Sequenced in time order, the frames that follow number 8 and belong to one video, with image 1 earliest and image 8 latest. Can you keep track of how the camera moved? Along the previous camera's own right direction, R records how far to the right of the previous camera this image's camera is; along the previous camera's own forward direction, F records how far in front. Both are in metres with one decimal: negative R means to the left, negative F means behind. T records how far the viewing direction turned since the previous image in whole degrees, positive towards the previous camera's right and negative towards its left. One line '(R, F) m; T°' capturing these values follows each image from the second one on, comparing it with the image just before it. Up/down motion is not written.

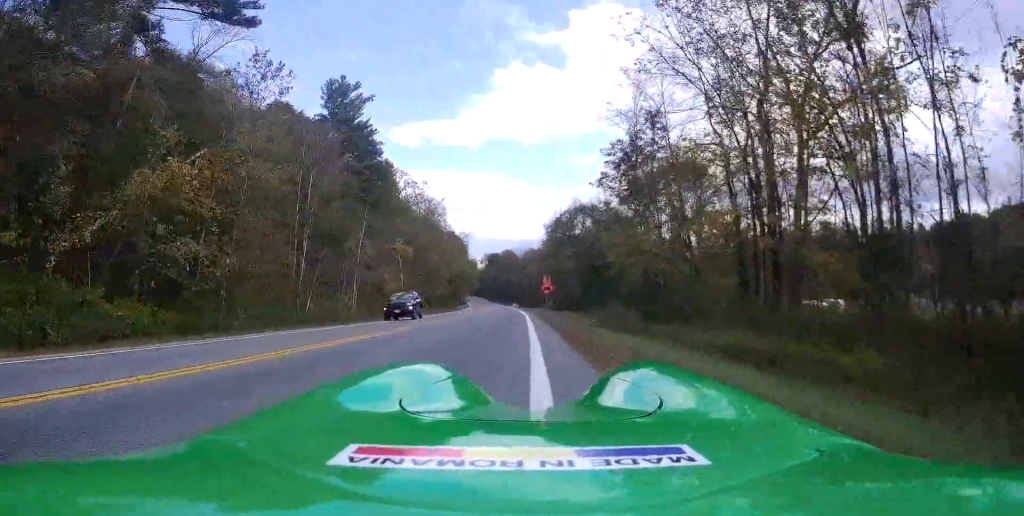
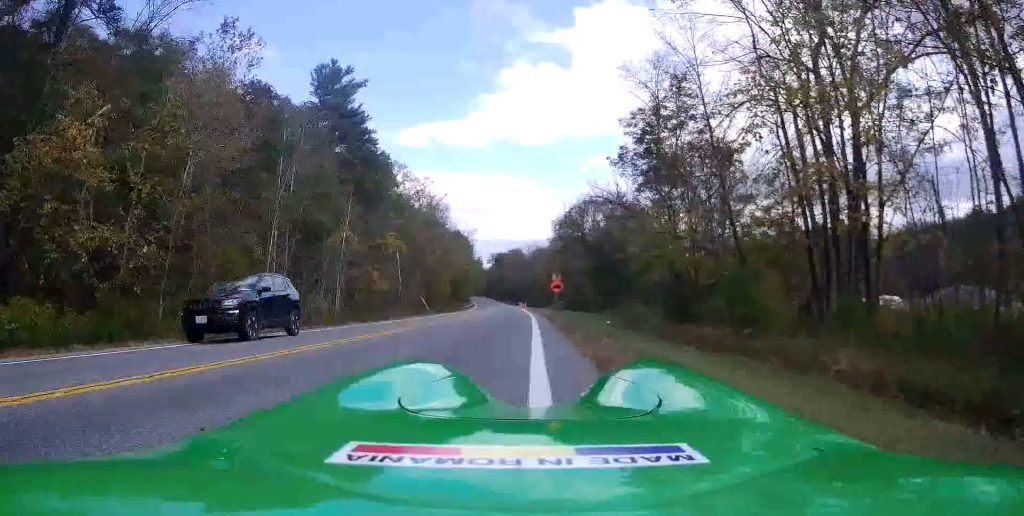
(-0.1, +6.2) m; 0°
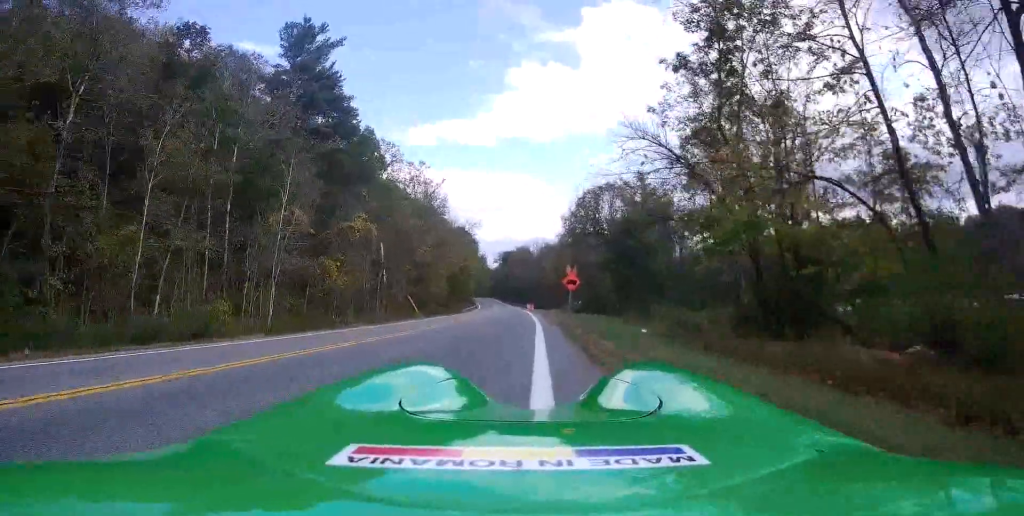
(+0.3, +11.7) m; +1°
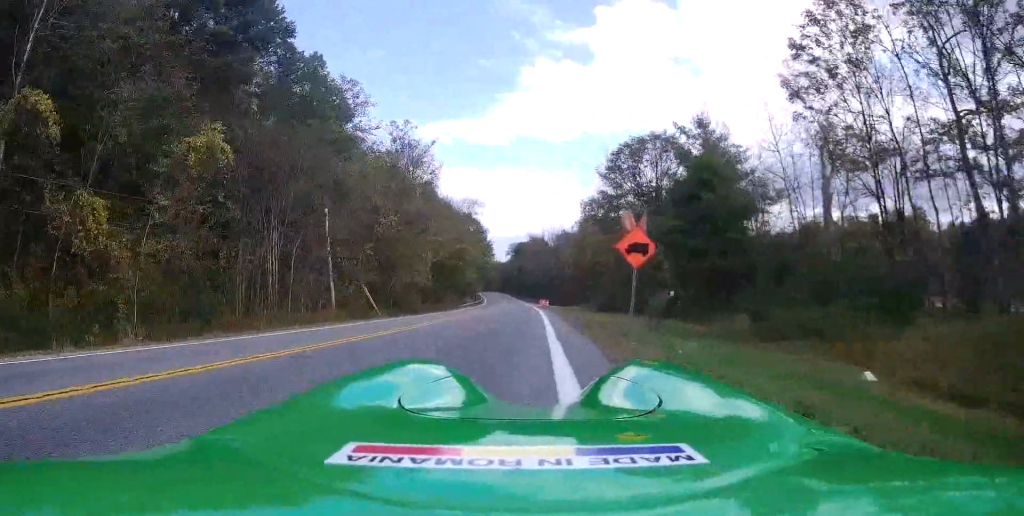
(-0.3, +20.8) m; -5°
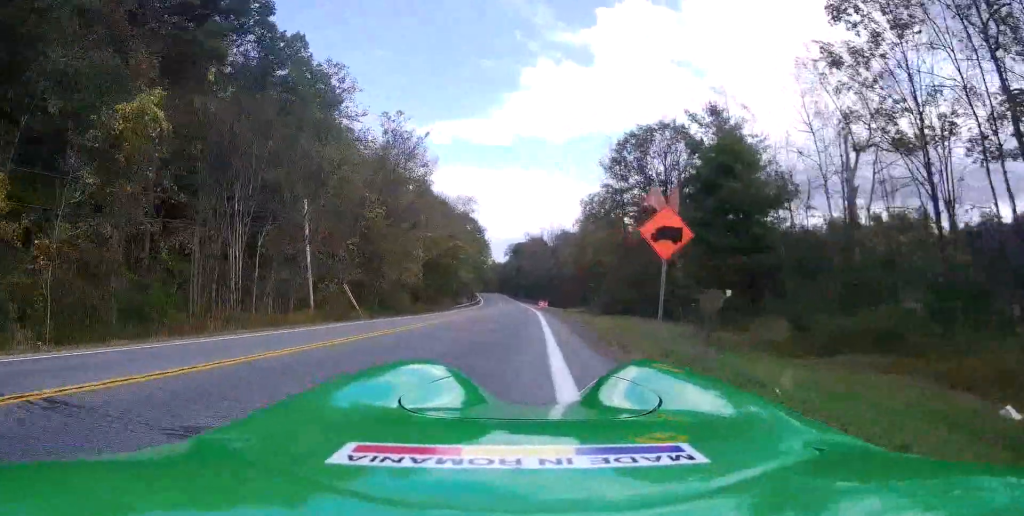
(+0.3, +4.2) m; -5°
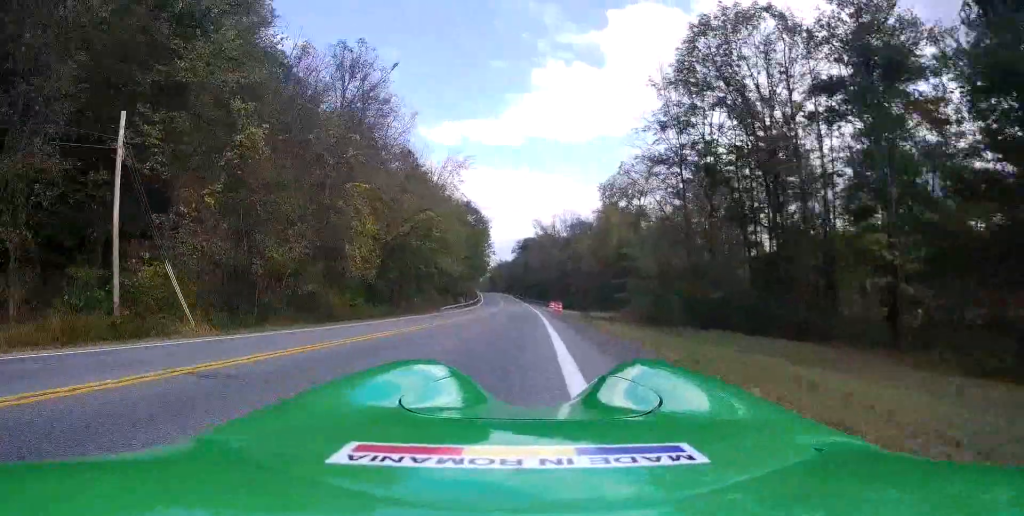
(+0.4, +21.5) m; +11°
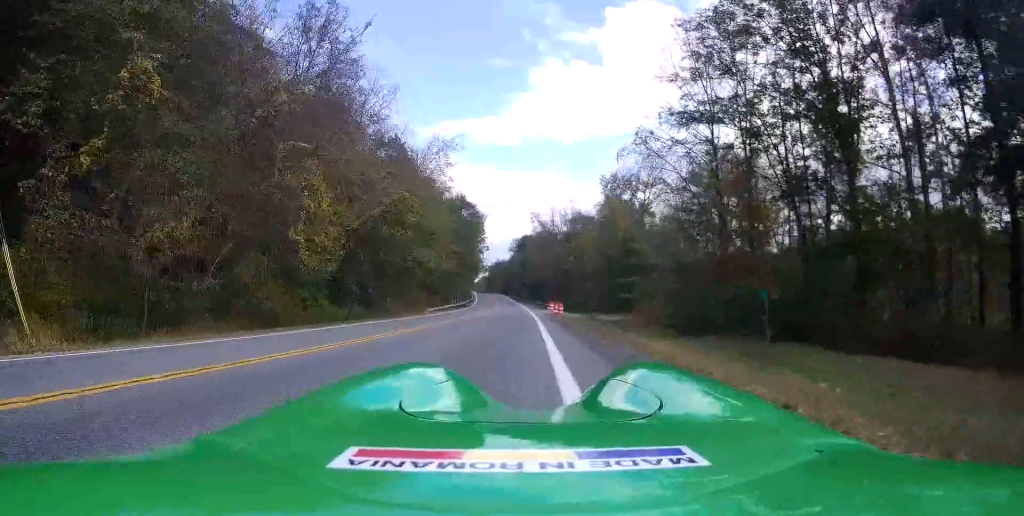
(+0.3, +9.7) m; -1°
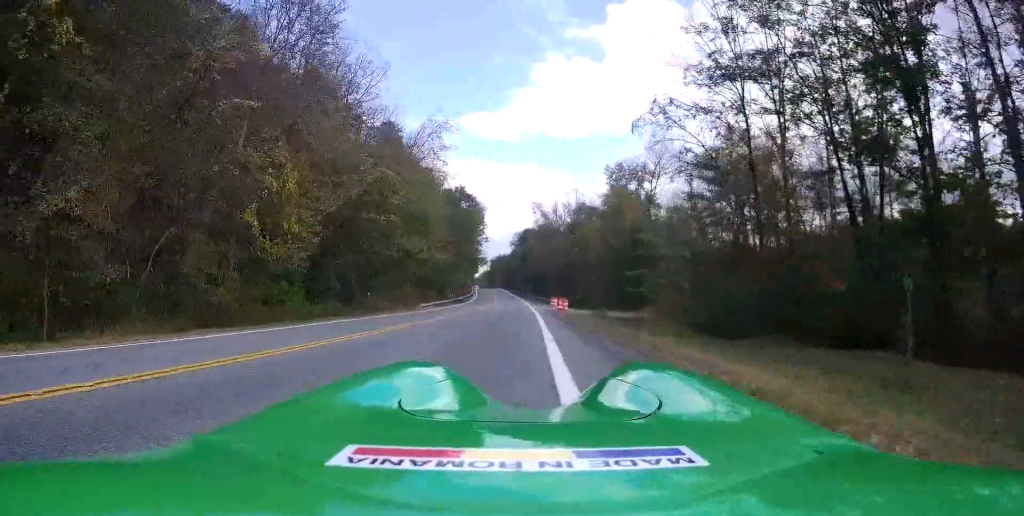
(+0.1, +5.5) m; -2°
